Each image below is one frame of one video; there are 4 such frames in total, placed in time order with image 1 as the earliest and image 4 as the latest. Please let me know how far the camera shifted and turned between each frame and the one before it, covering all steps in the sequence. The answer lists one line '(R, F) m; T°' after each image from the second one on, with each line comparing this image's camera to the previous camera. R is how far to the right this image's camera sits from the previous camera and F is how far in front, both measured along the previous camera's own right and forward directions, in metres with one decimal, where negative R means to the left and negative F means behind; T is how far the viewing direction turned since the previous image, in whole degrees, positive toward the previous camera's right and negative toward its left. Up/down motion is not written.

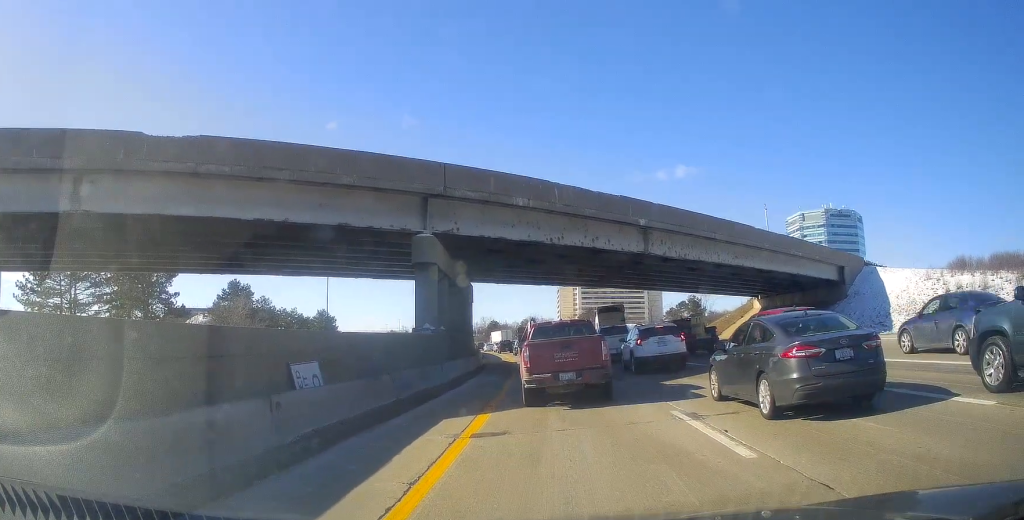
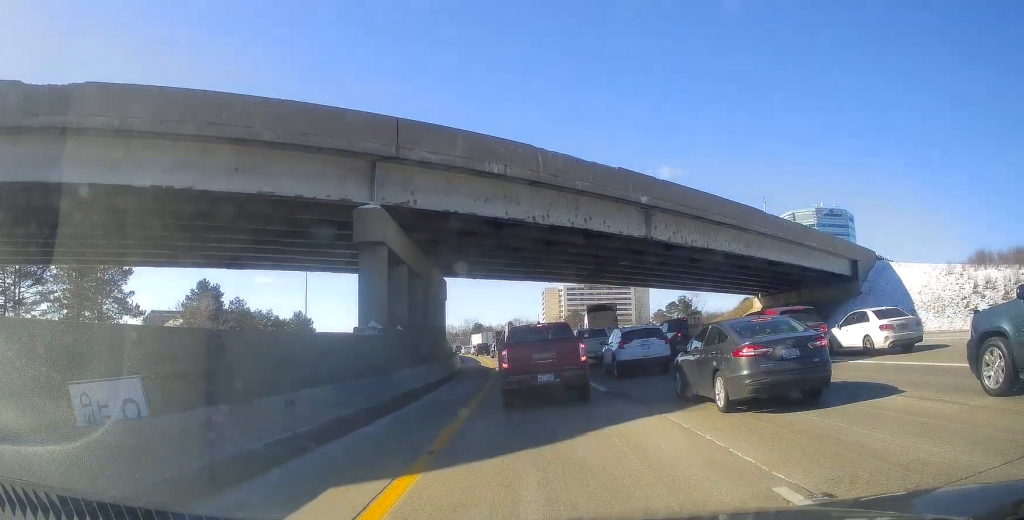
(0.0, +6.0) m; 0°
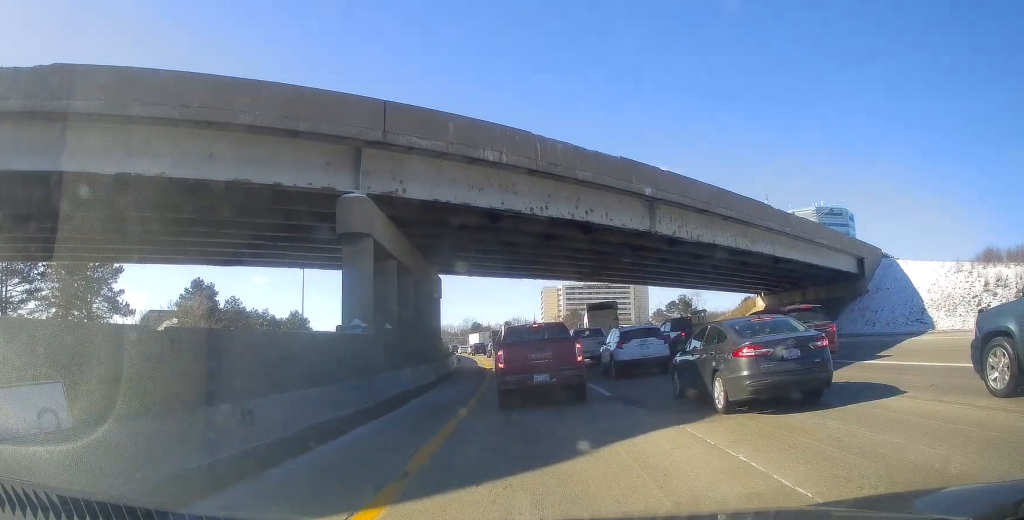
(0.0, +1.5) m; 0°
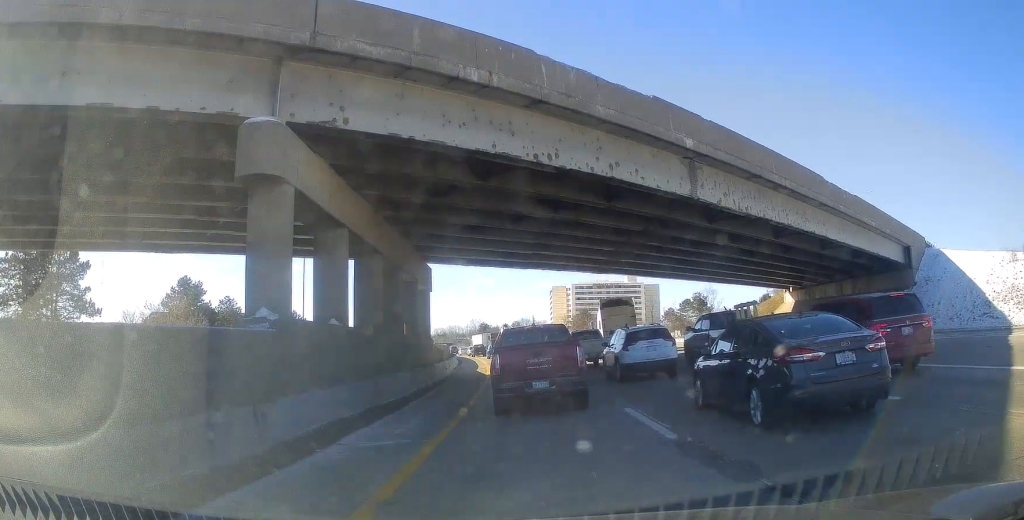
(0.0, +7.0) m; 0°
